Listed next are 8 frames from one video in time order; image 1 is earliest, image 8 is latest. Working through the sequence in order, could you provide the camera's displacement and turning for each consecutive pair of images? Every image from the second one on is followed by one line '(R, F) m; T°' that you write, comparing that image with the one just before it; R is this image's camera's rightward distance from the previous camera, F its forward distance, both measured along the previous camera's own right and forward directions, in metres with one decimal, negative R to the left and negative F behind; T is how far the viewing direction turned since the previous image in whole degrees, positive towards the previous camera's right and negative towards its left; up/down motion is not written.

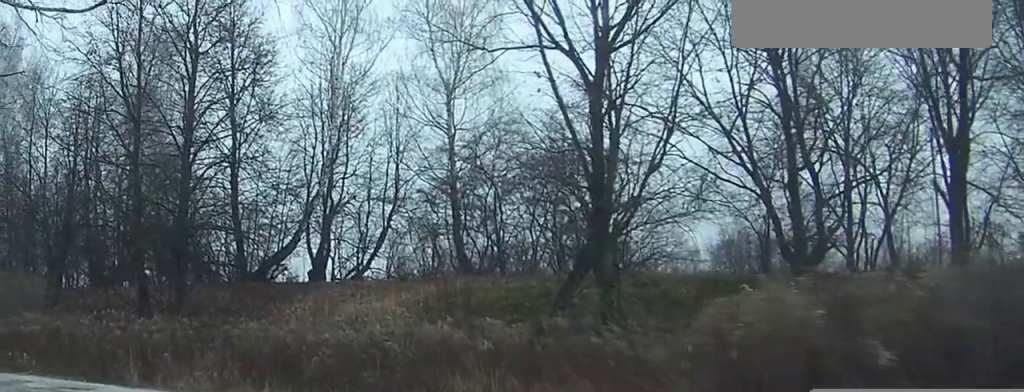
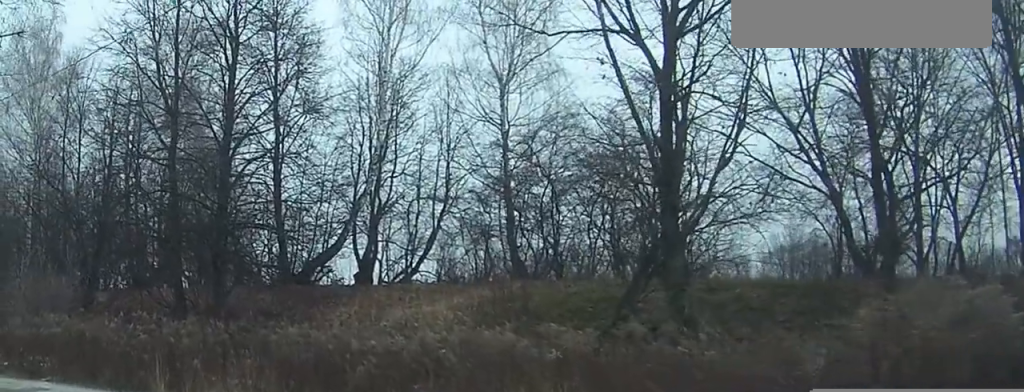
(0.0, +2.3) m; -1°
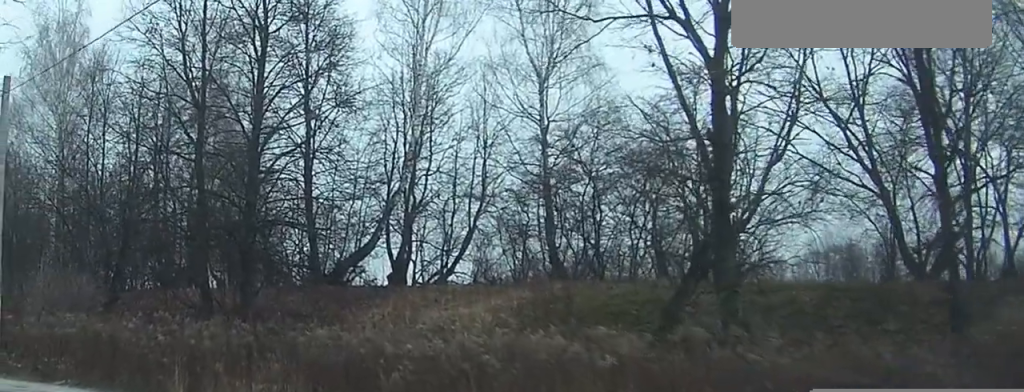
(0.0, +1.1) m; -3°
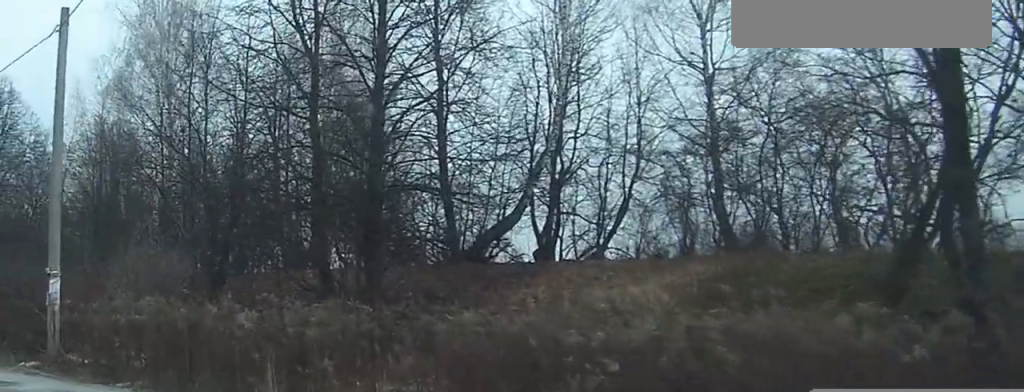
(-0.3, +1.7) m; 0°
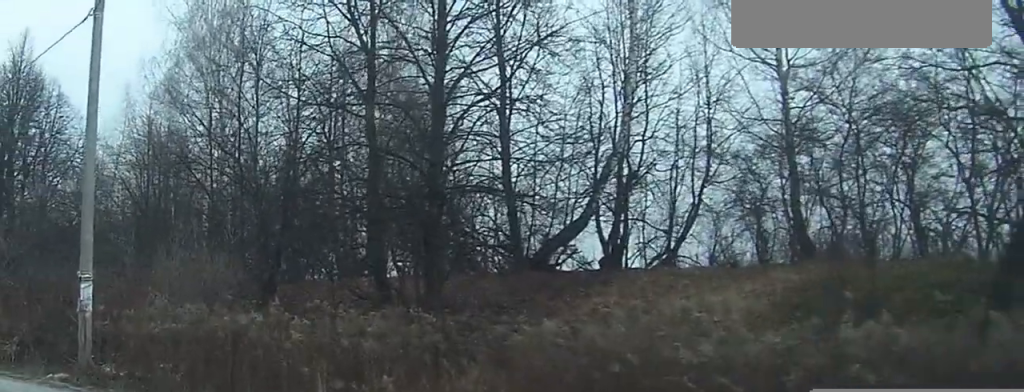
(-0.2, +0.7) m; 0°
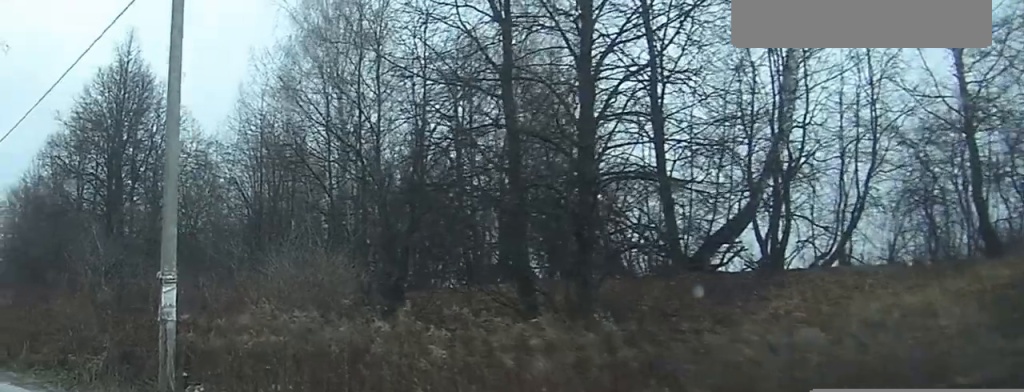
(-0.3, +1.7) m; 0°
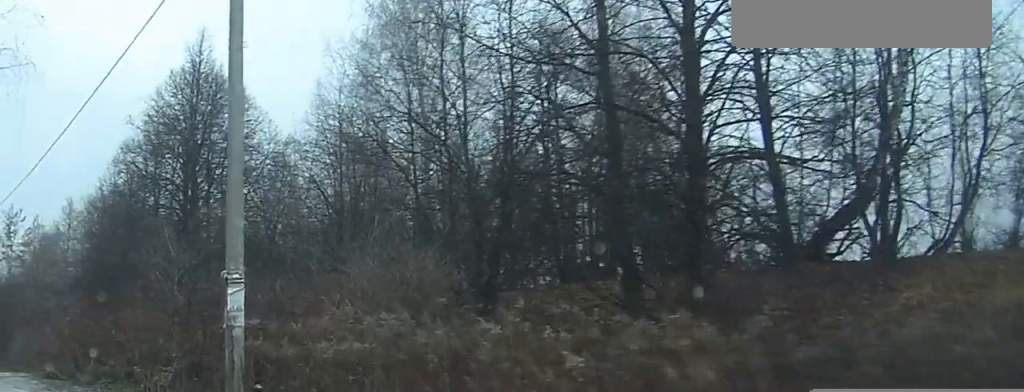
(-0.3, +0.2) m; 0°
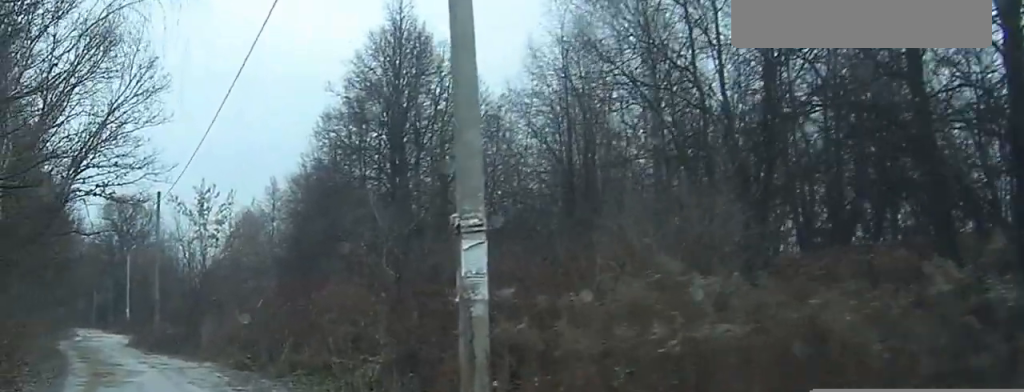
(-1.4, +1.1) m; -12°
